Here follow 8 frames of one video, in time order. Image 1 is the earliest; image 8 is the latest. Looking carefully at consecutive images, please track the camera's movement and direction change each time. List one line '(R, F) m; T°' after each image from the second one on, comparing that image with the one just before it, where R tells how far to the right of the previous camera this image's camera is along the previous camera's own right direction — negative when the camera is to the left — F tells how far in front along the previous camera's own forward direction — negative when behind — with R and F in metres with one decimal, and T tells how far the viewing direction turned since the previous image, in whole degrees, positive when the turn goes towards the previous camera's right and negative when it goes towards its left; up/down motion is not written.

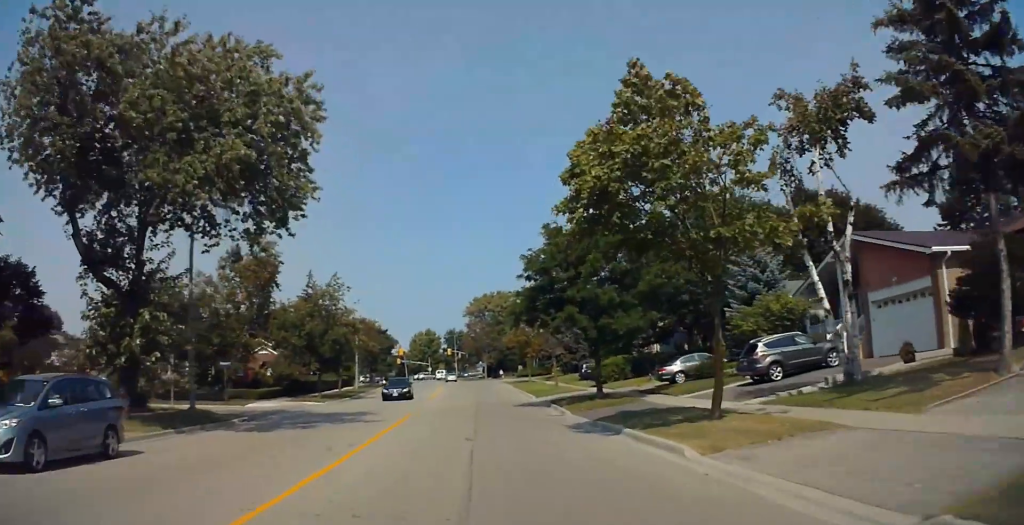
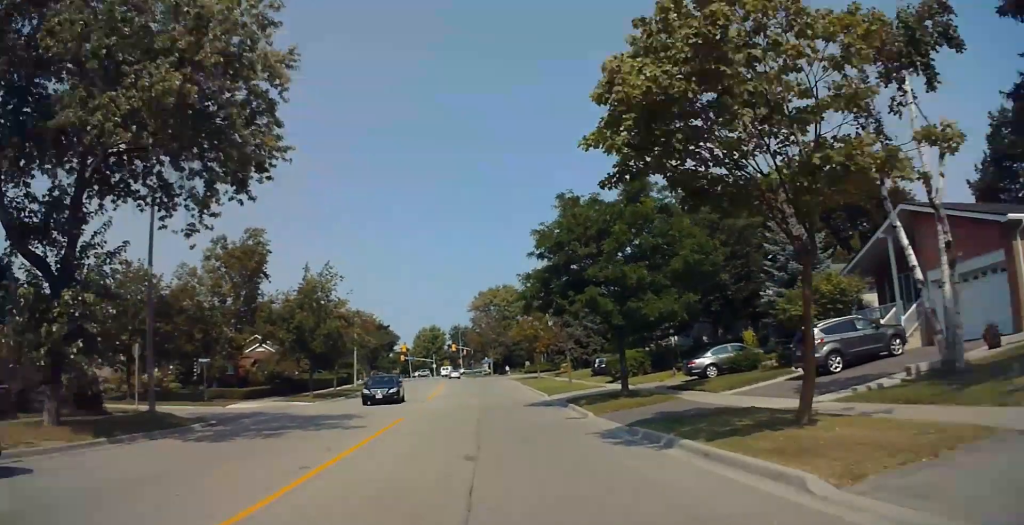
(+0.1, +4.3) m; +1°
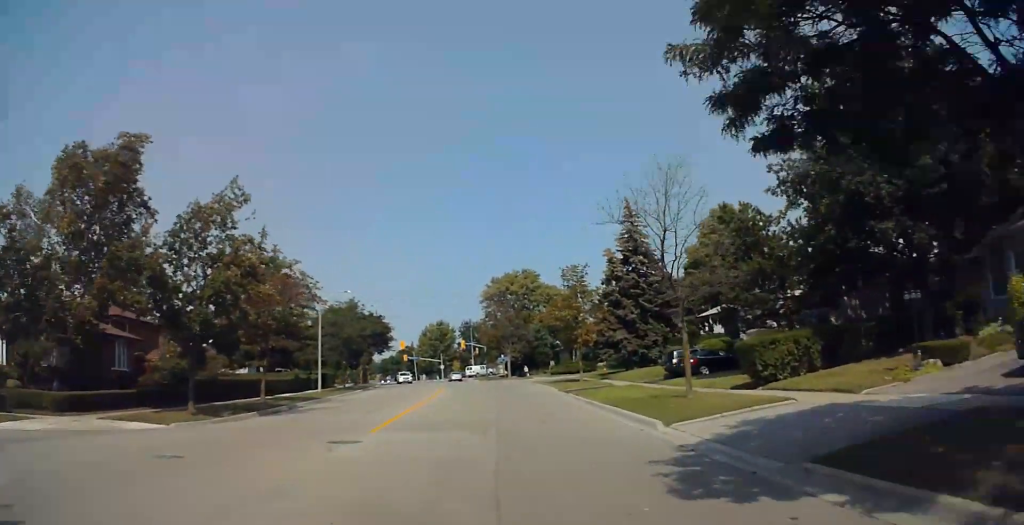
(-0.5, +22.2) m; -3°
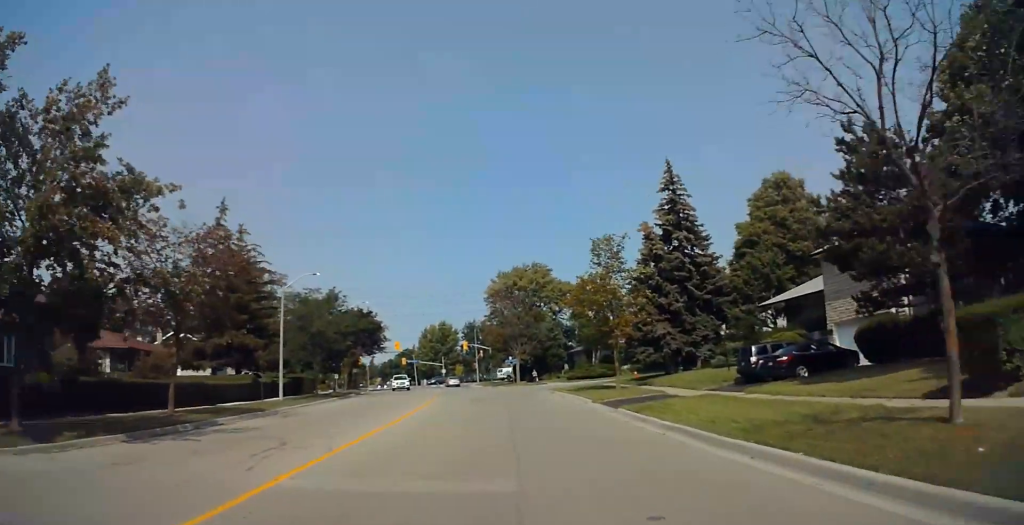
(0.0, +11.7) m; +1°
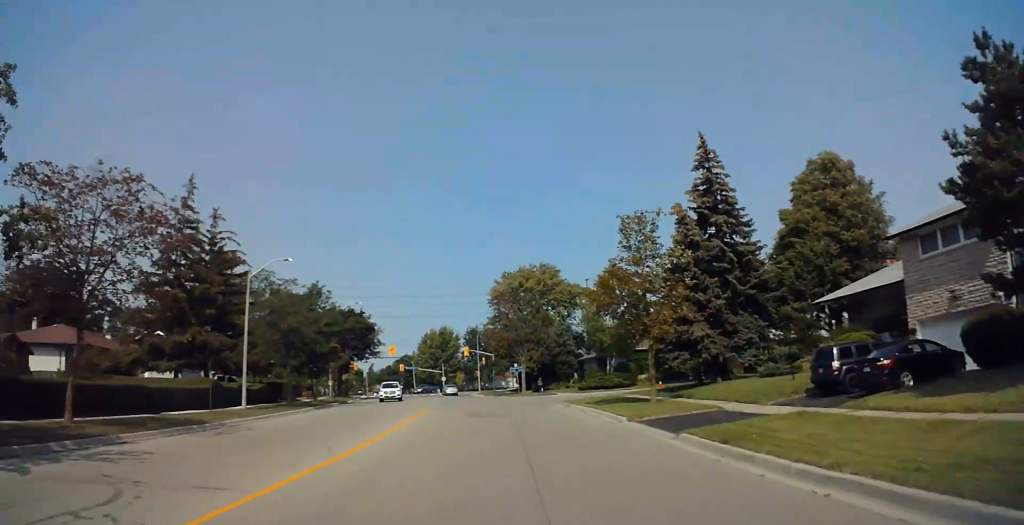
(+0.2, +7.2) m; 0°
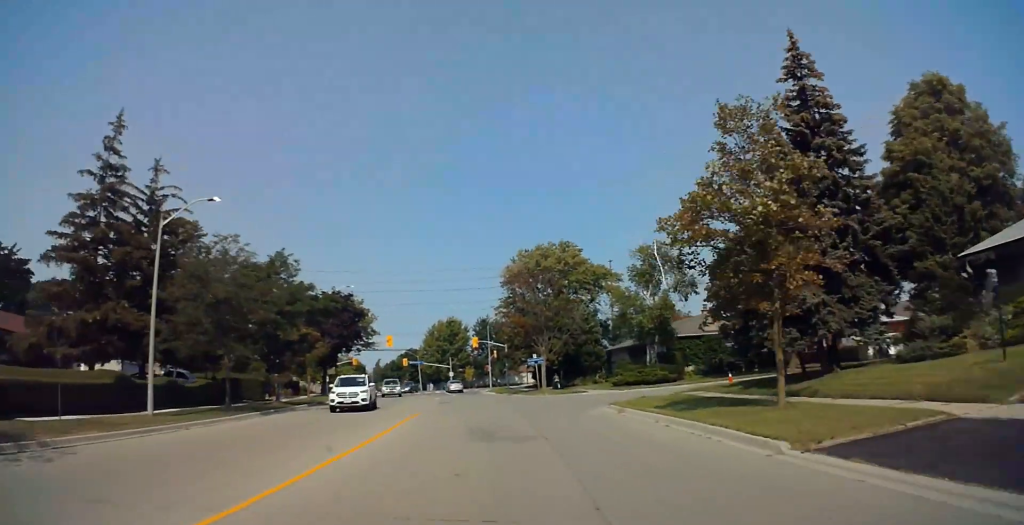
(0.0, +12.2) m; +1°
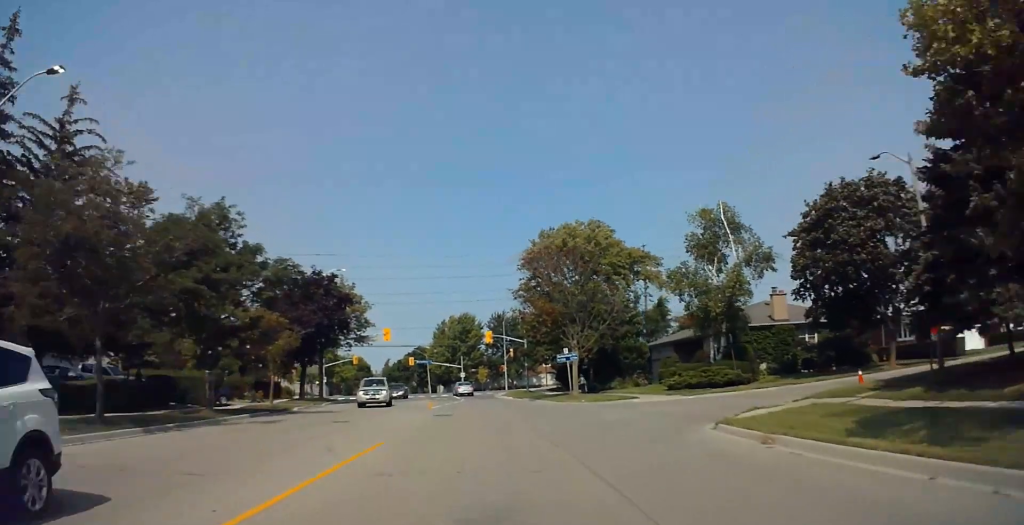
(+0.3, +12.5) m; -1°
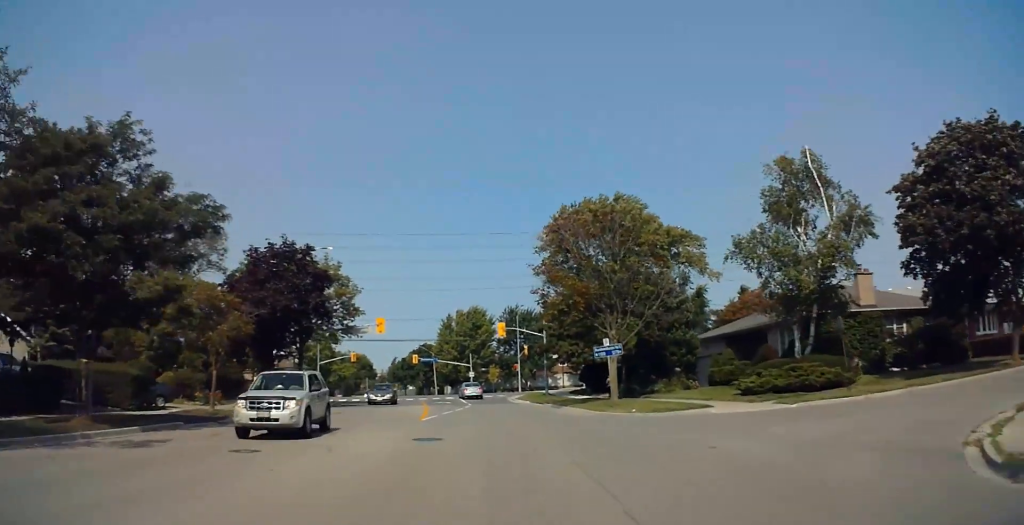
(-0.5, +10.7) m; -2°
